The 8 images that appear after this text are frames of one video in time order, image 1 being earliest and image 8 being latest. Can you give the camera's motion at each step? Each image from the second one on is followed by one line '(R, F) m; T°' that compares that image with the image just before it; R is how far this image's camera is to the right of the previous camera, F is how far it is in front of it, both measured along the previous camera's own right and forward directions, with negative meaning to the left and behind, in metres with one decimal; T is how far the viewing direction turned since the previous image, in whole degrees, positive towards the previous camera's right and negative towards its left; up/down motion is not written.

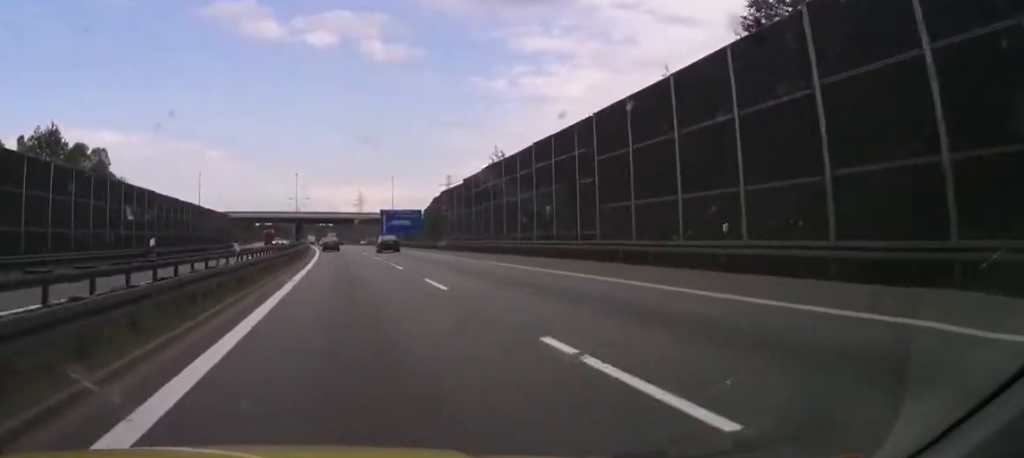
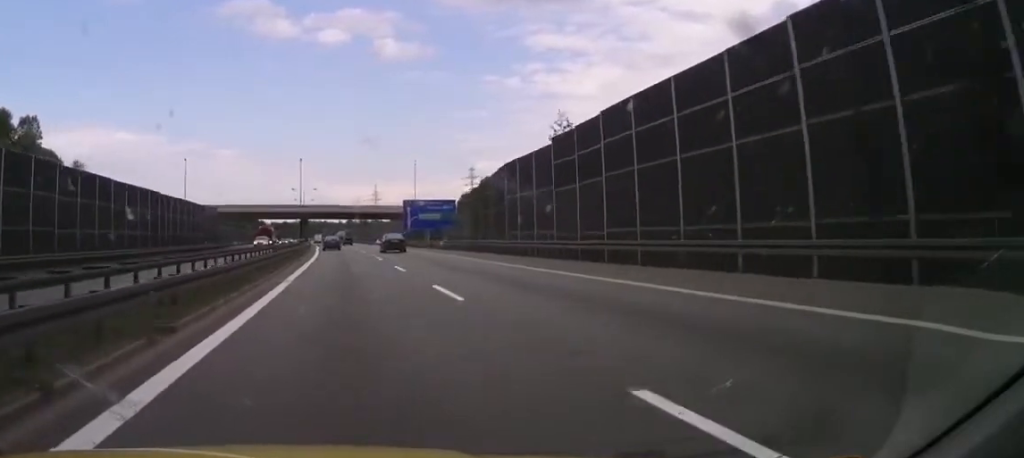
(-1.3, +27.3) m; -2°
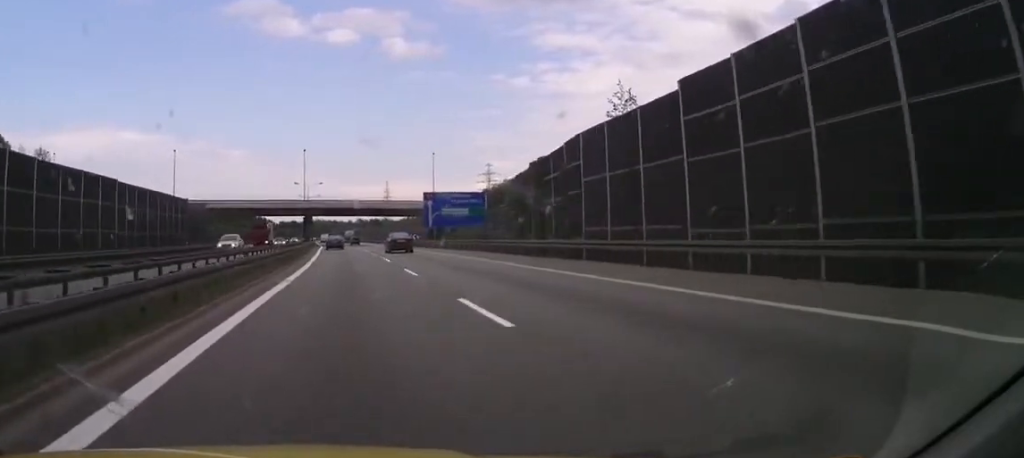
(0.0, +16.1) m; -1°
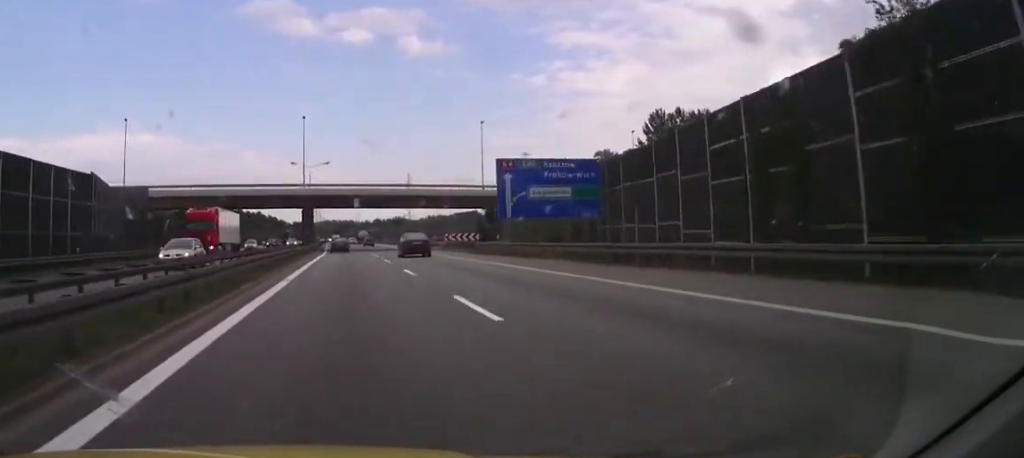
(-0.3, +35.8) m; -3°
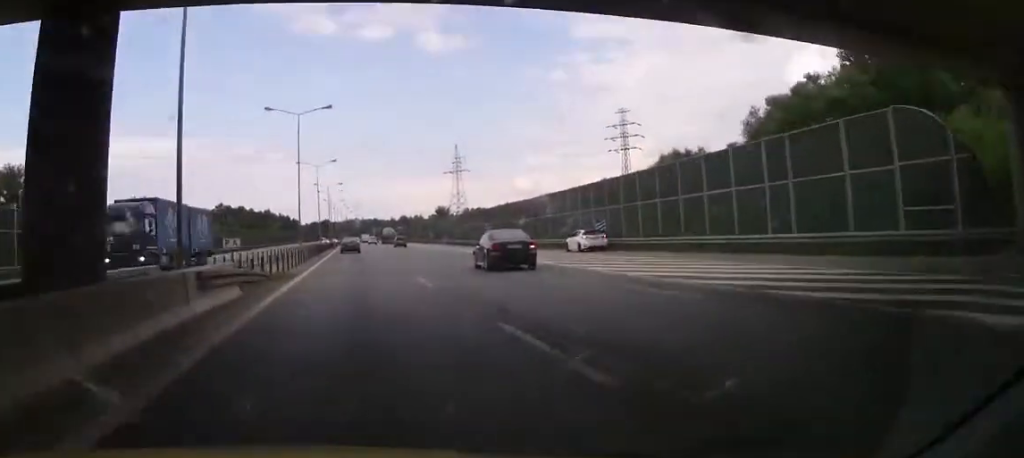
(-4.1, +76.4) m; -3°
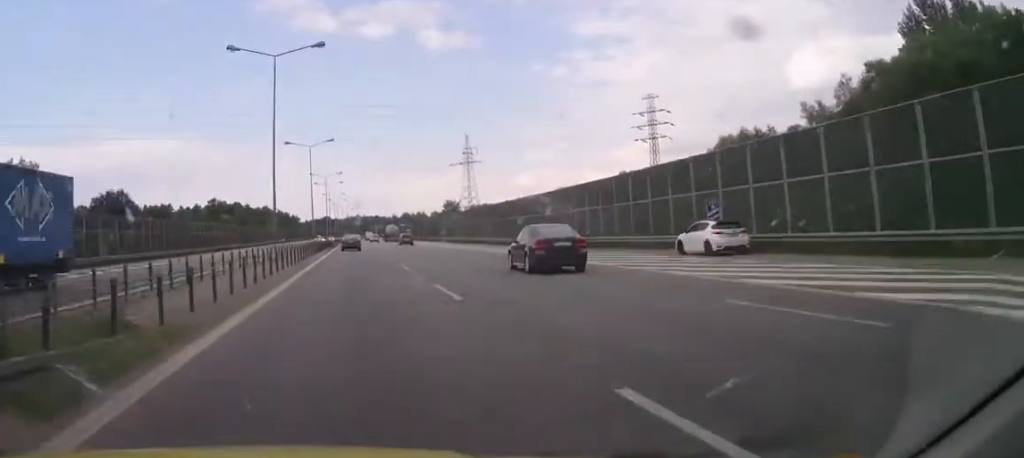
(+0.1, +16.9) m; 0°
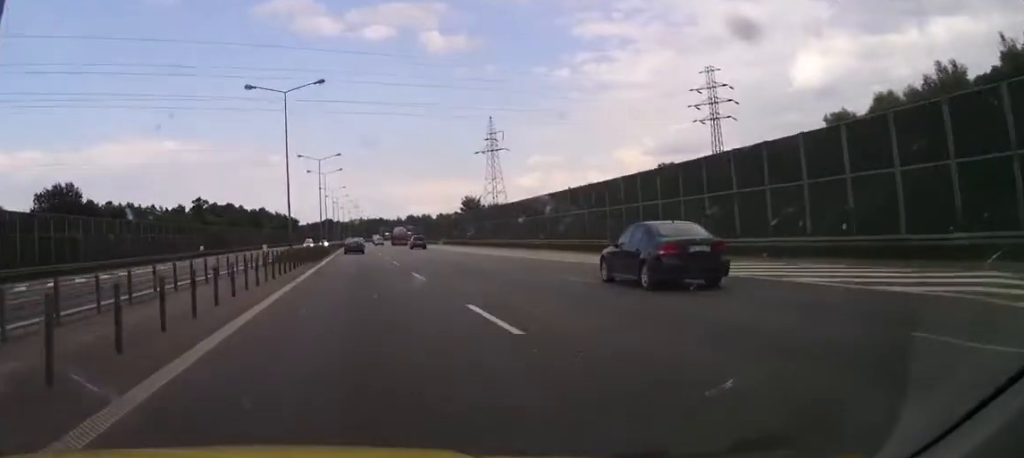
(-0.2, +28.9) m; 0°
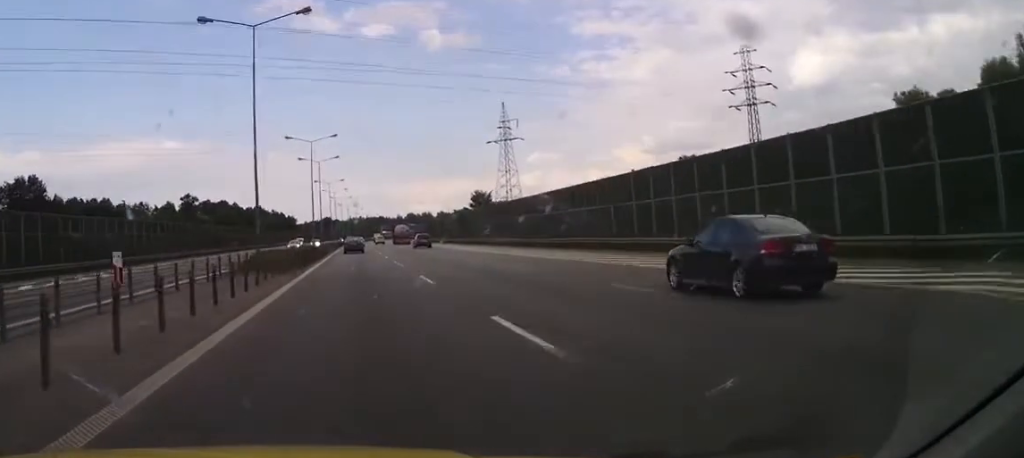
(0.0, +14.4) m; 0°
